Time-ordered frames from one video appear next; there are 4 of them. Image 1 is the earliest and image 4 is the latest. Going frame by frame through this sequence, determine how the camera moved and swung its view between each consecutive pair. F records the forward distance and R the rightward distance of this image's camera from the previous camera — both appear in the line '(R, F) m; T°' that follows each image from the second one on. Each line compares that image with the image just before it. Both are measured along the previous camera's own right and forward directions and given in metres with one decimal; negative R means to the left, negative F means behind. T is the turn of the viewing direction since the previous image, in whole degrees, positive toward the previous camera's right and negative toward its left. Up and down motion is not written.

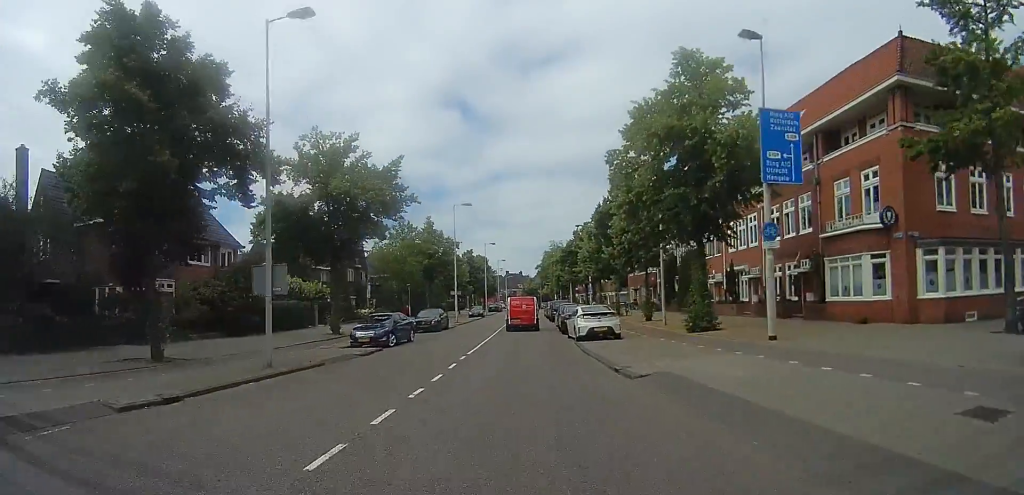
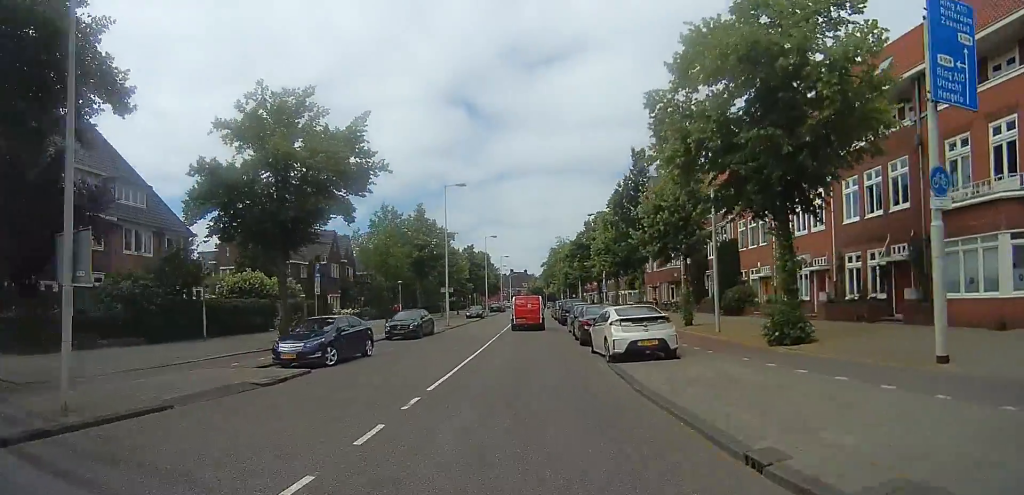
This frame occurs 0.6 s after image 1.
(+0.5, +7.1) m; +1°
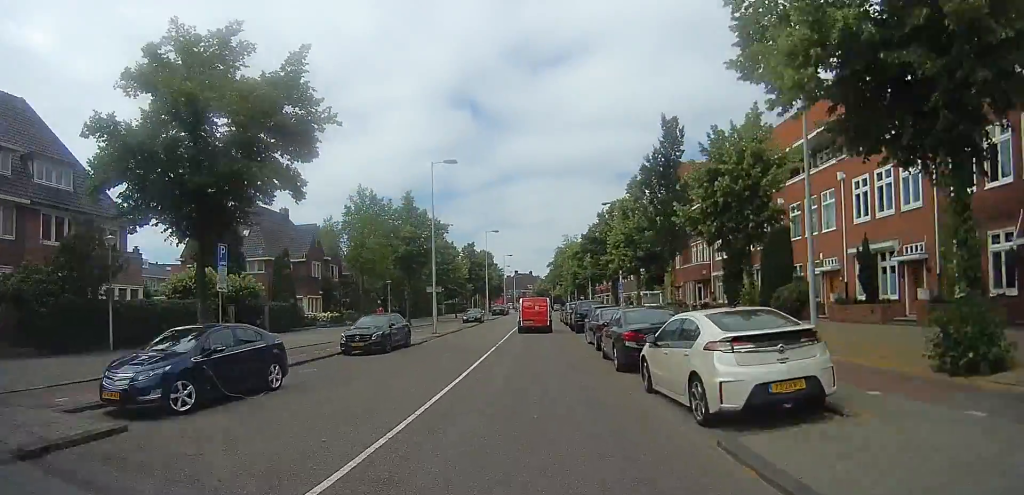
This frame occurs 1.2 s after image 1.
(-0.3, +6.7) m; -3°
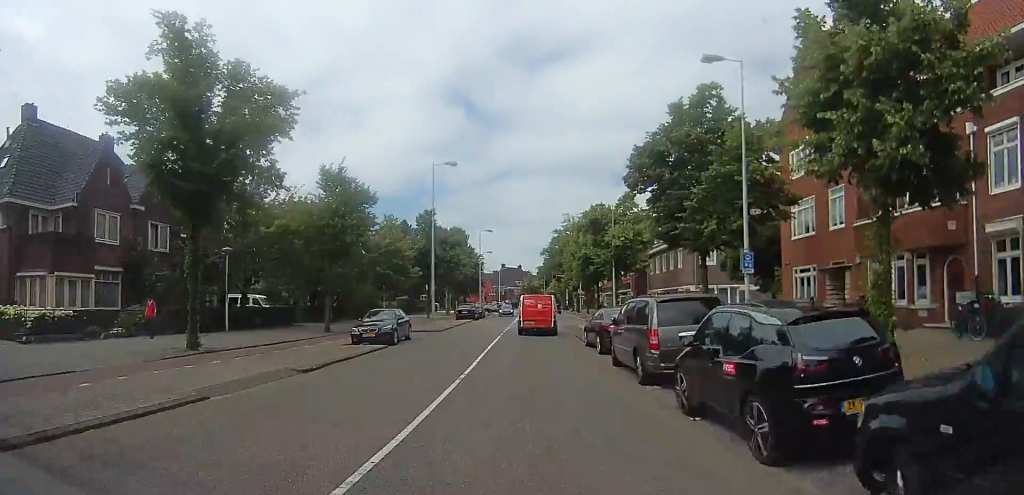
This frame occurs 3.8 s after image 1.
(-0.7, +28.4) m; +3°
